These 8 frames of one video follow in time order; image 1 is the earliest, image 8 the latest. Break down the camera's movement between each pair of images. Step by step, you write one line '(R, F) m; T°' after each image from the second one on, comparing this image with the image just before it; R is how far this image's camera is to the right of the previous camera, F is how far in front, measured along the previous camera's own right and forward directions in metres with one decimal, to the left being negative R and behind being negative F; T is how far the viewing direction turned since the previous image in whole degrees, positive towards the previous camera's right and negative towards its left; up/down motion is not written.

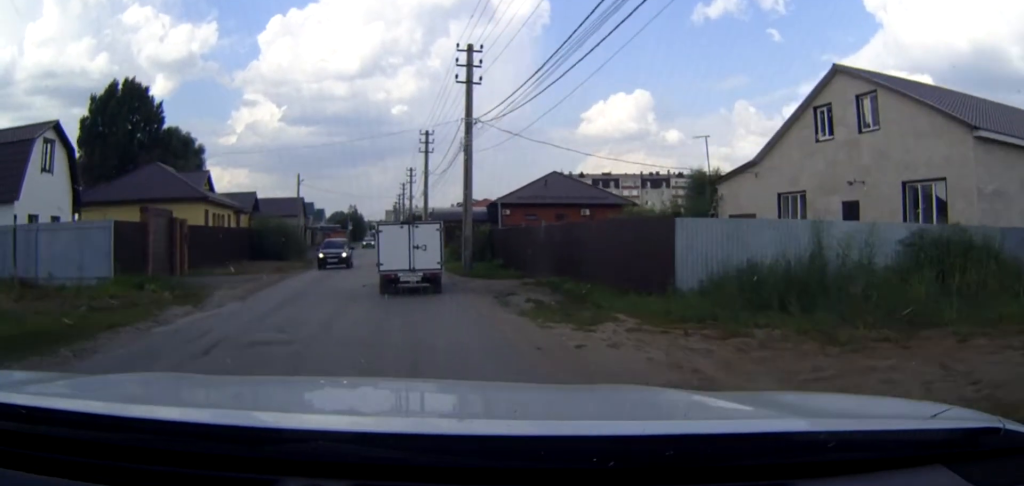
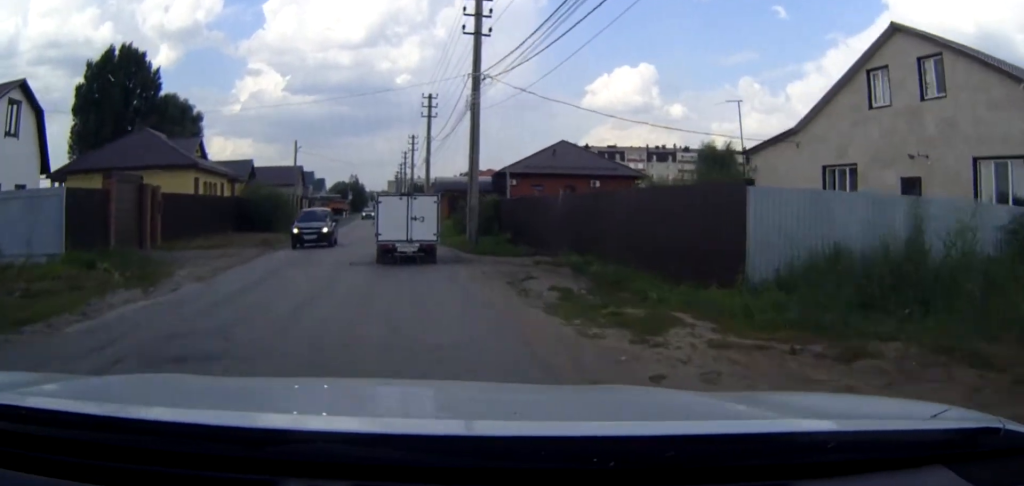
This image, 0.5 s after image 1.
(0.0, +3.6) m; 0°
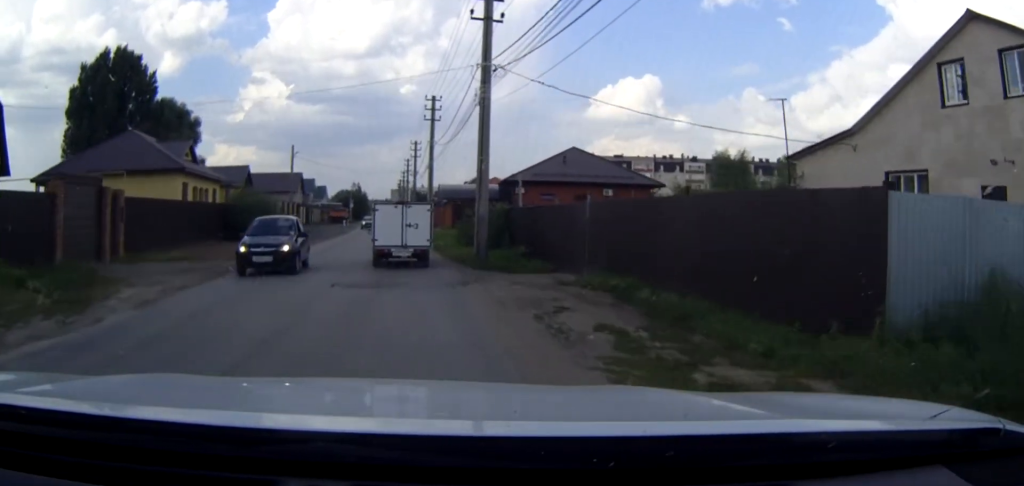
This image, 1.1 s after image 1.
(0.0, +4.0) m; -1°
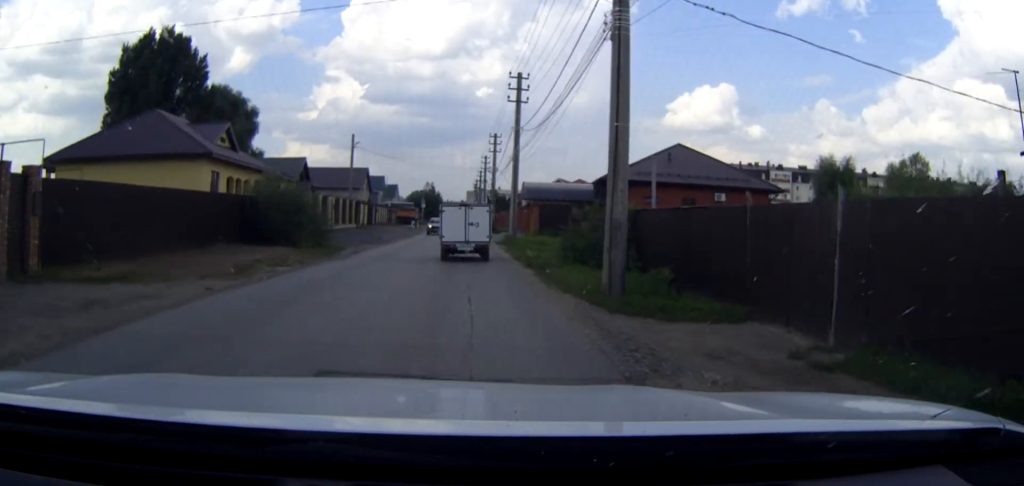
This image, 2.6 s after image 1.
(-0.3, +9.6) m; -4°
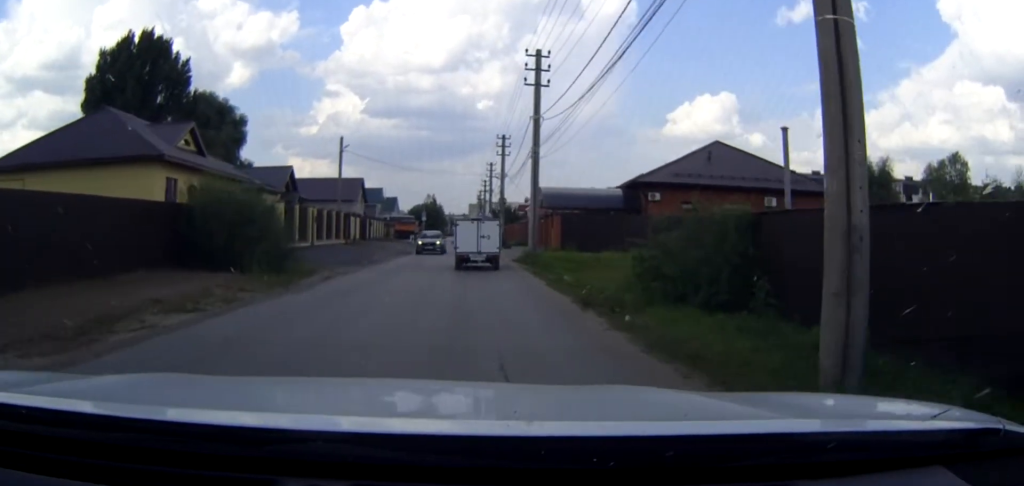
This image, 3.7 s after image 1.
(-0.2, +8.3) m; -1°
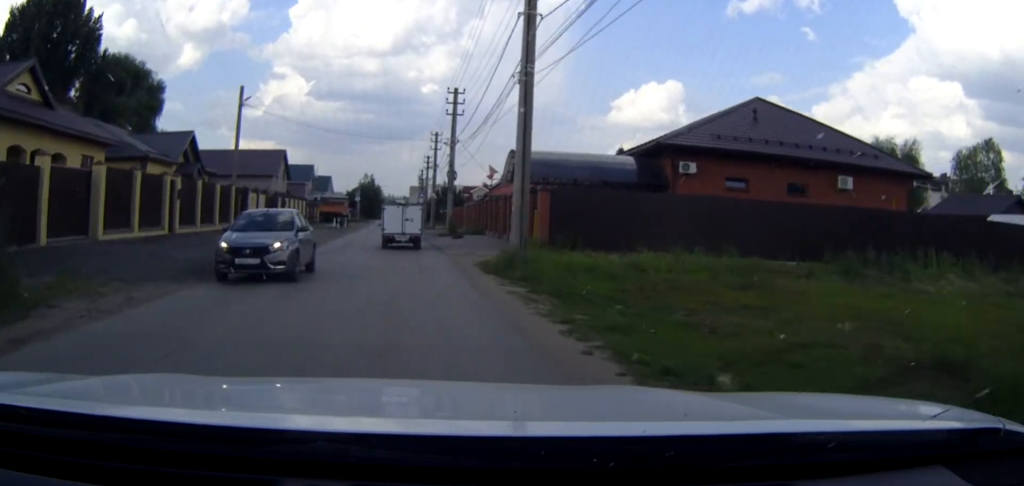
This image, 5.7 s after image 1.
(+0.3, +15.4) m; +3°
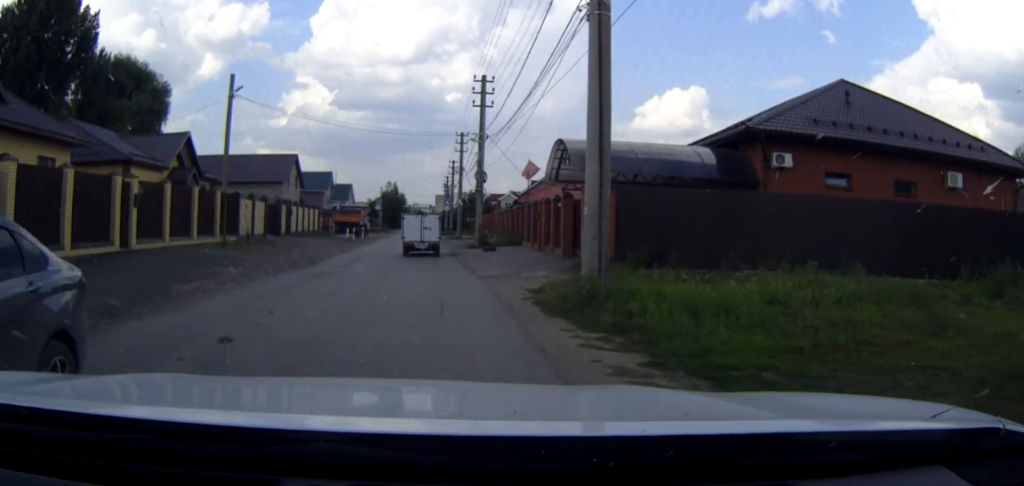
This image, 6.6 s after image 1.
(+0.1, +6.7) m; -1°
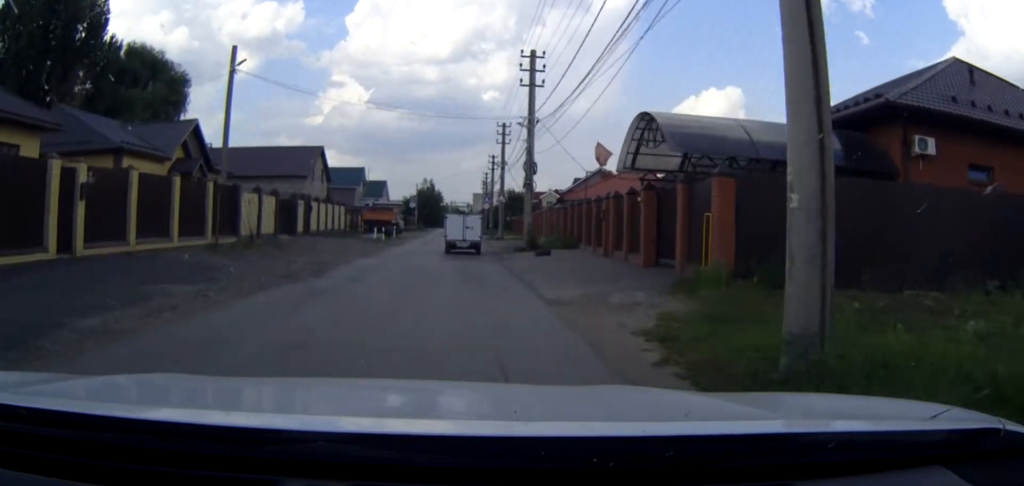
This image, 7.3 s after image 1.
(-0.1, +6.1) m; -1°
